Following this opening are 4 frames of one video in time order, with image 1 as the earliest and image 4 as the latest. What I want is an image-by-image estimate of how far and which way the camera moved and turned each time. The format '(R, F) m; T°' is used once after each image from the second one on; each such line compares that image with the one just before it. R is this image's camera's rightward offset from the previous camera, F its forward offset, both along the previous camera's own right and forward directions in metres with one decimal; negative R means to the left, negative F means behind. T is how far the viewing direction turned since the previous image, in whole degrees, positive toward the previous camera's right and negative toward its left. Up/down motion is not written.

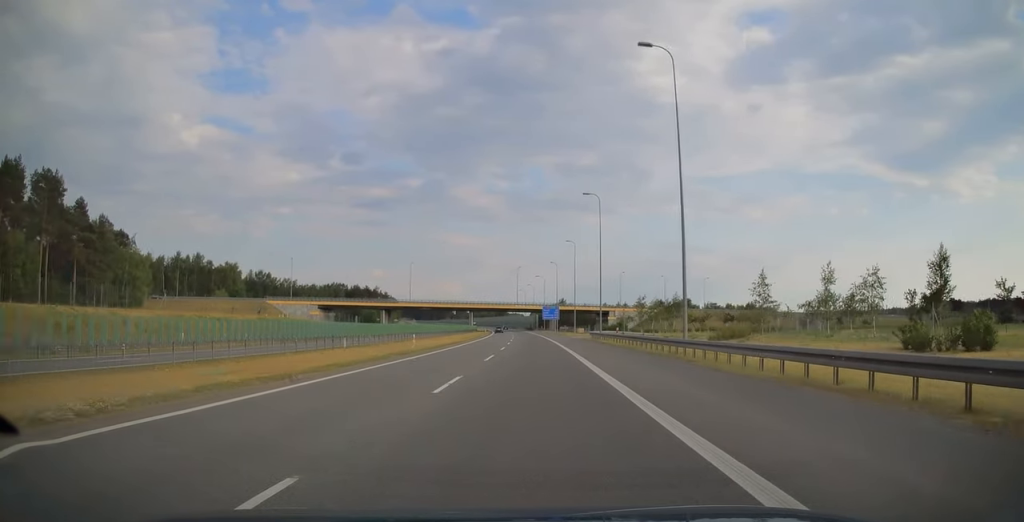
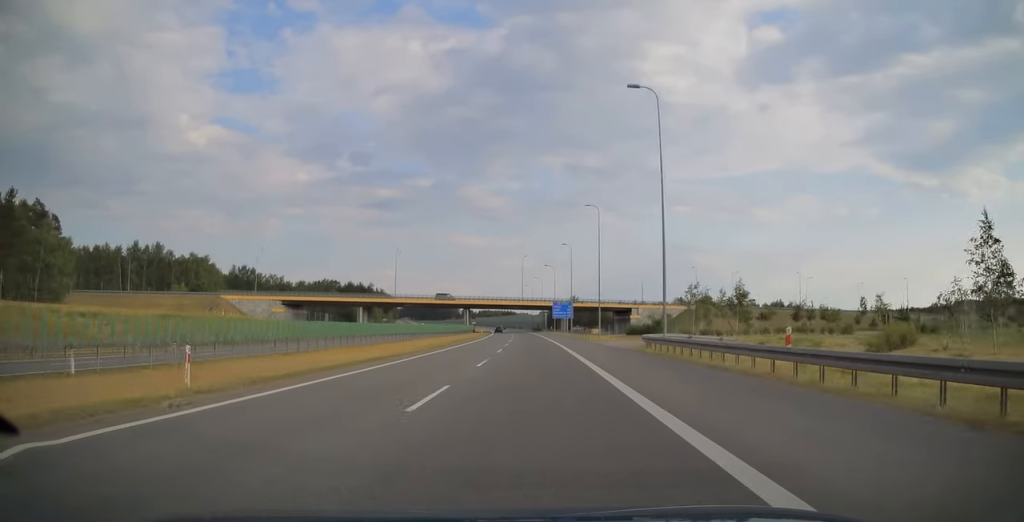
(-0.3, +27.3) m; -1°
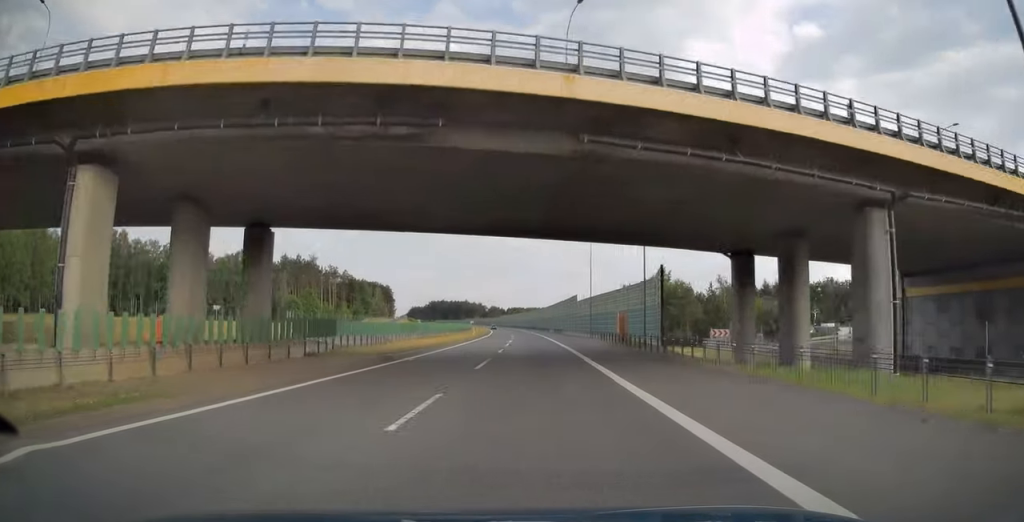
(-4.2, +121.7) m; -4°
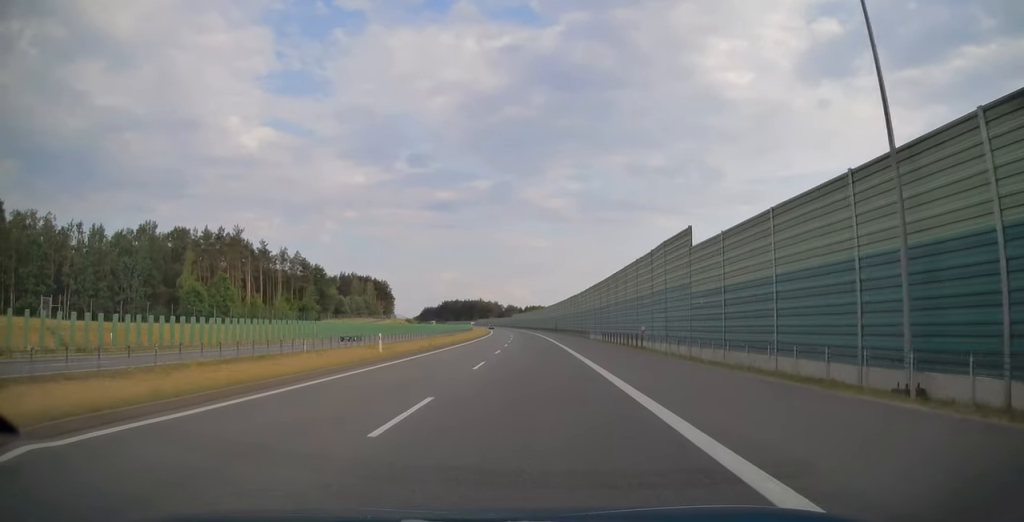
(-0.7, +60.3) m; -2°
